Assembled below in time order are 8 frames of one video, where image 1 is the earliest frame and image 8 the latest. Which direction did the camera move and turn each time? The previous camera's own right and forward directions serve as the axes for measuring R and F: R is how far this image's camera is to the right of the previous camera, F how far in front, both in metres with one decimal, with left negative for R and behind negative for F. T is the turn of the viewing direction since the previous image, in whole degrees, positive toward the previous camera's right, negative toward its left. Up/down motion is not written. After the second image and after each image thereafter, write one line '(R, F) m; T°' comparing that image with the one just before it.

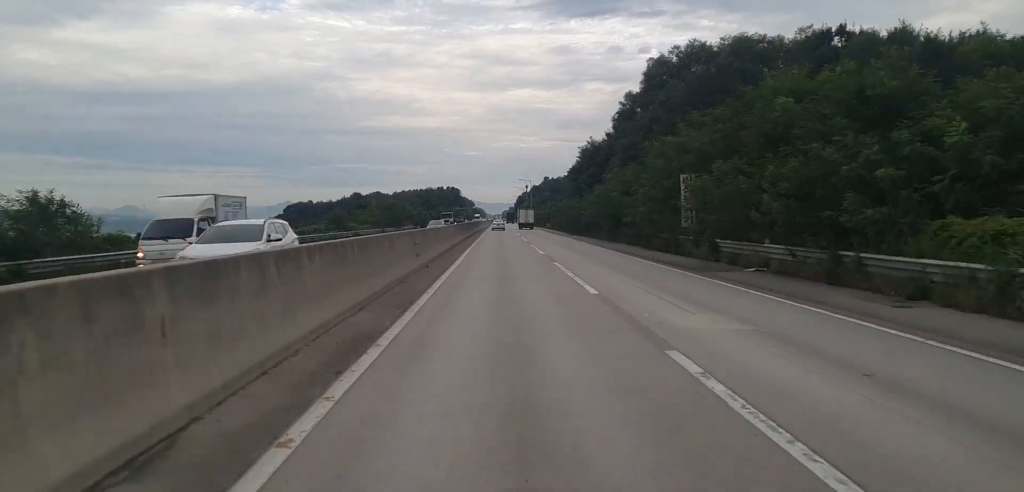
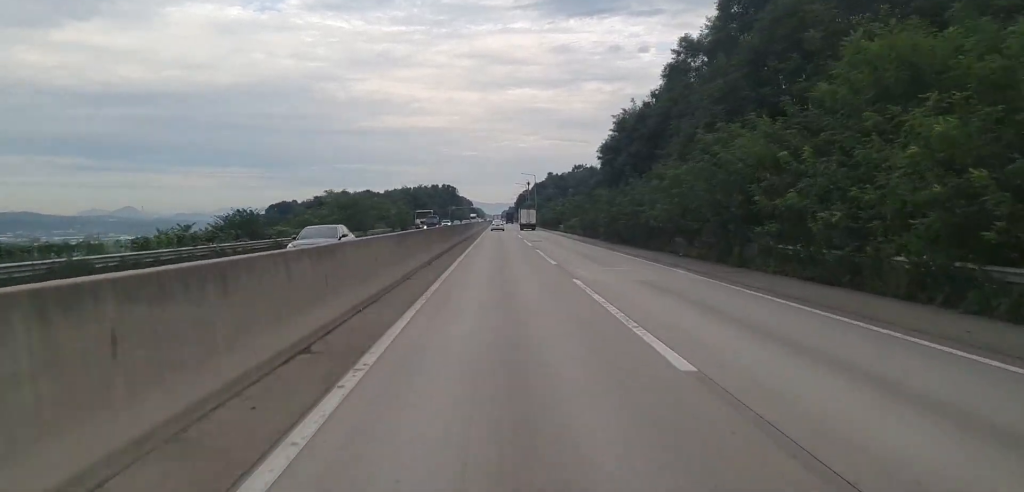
(+0.2, +31.7) m; 0°
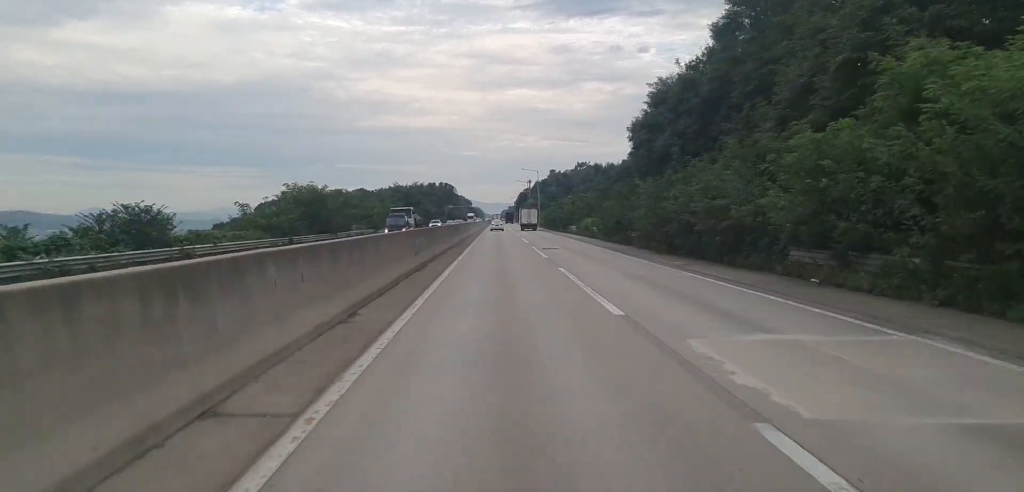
(-0.1, +18.4) m; 0°
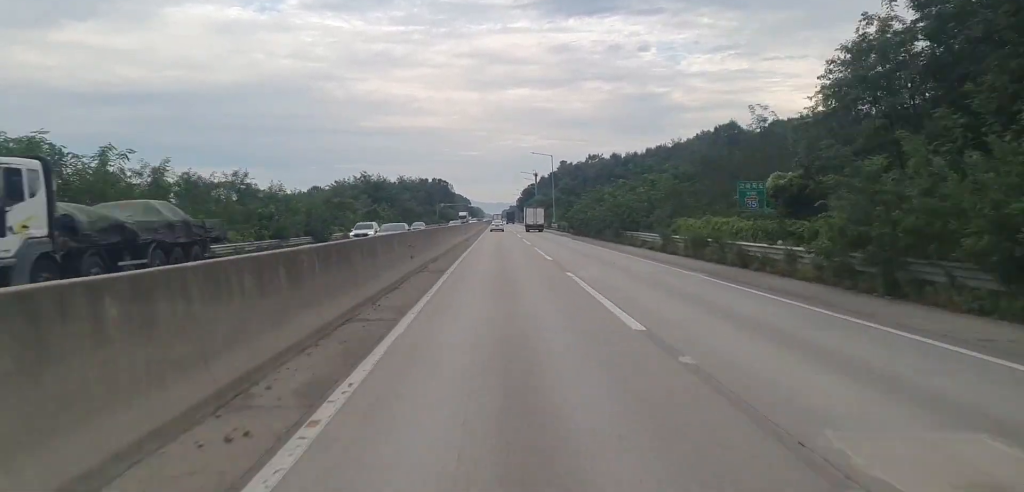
(+0.1, +47.1) m; 0°
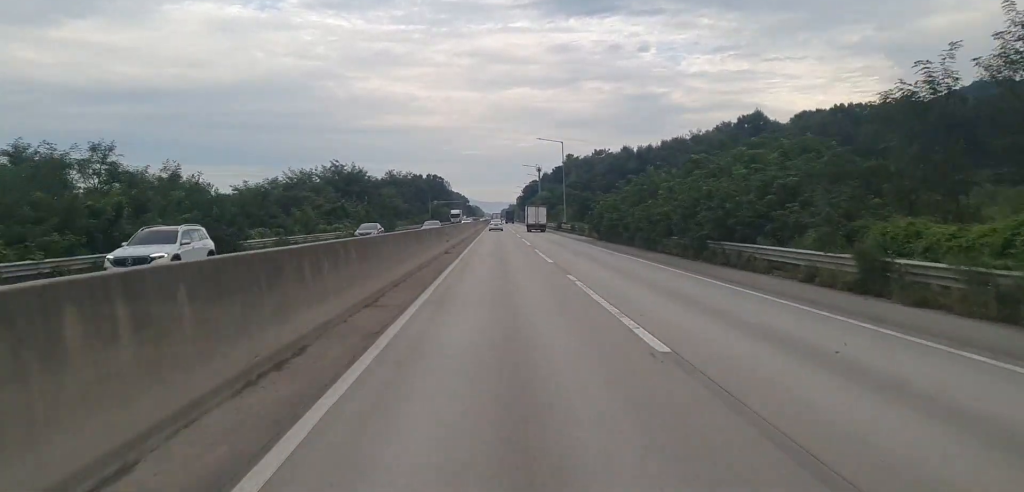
(0.0, +22.8) m; 0°
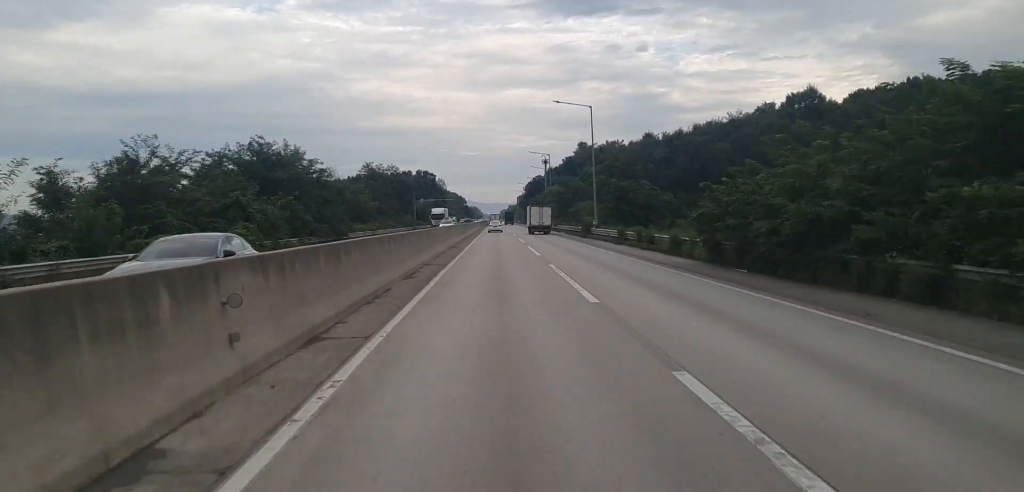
(-0.1, +33.5) m; 0°
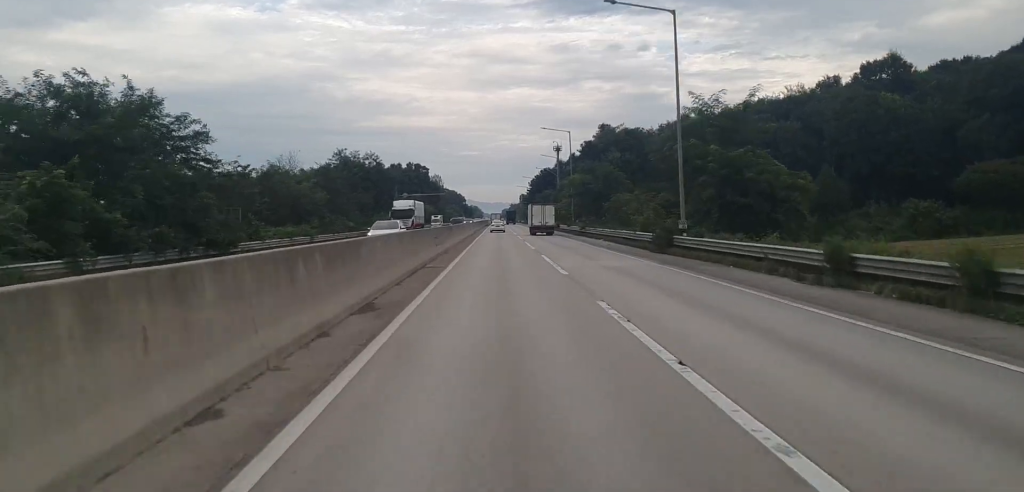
(-0.1, +31.3) m; 0°
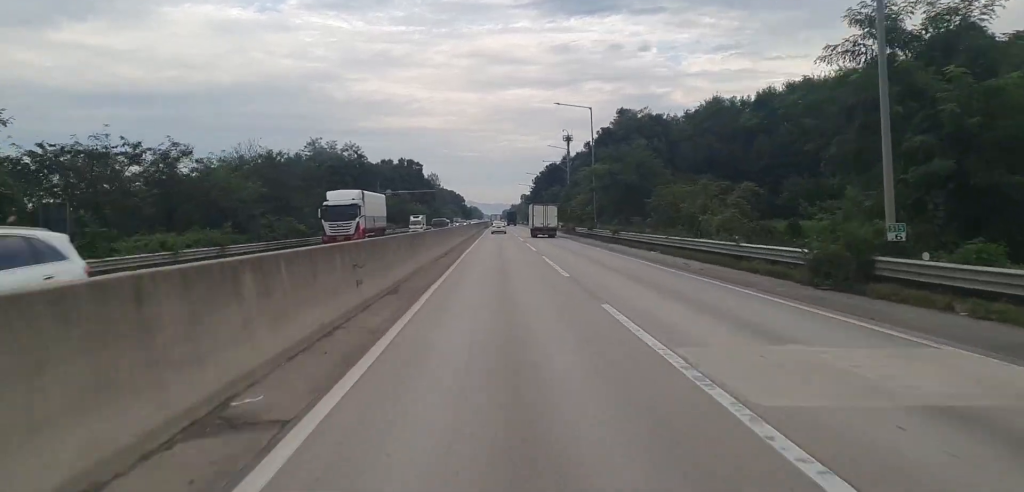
(0.0, +20.8) m; 0°
